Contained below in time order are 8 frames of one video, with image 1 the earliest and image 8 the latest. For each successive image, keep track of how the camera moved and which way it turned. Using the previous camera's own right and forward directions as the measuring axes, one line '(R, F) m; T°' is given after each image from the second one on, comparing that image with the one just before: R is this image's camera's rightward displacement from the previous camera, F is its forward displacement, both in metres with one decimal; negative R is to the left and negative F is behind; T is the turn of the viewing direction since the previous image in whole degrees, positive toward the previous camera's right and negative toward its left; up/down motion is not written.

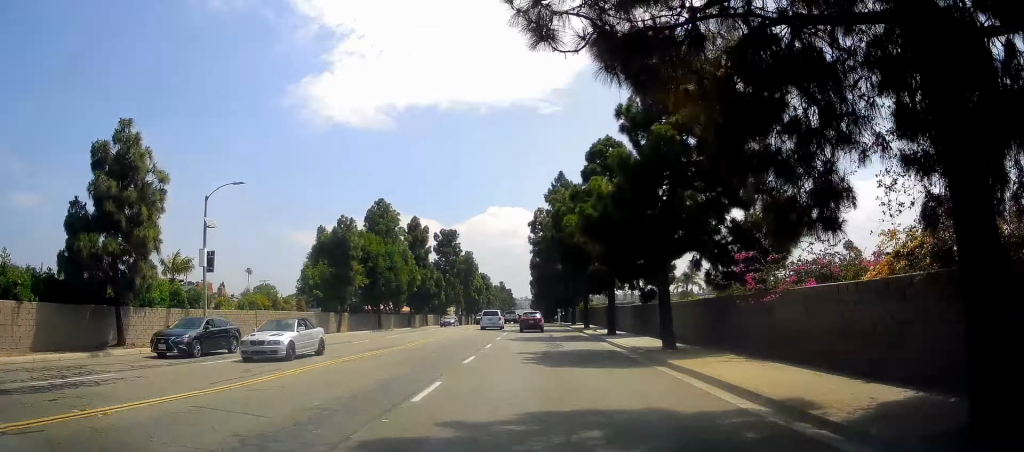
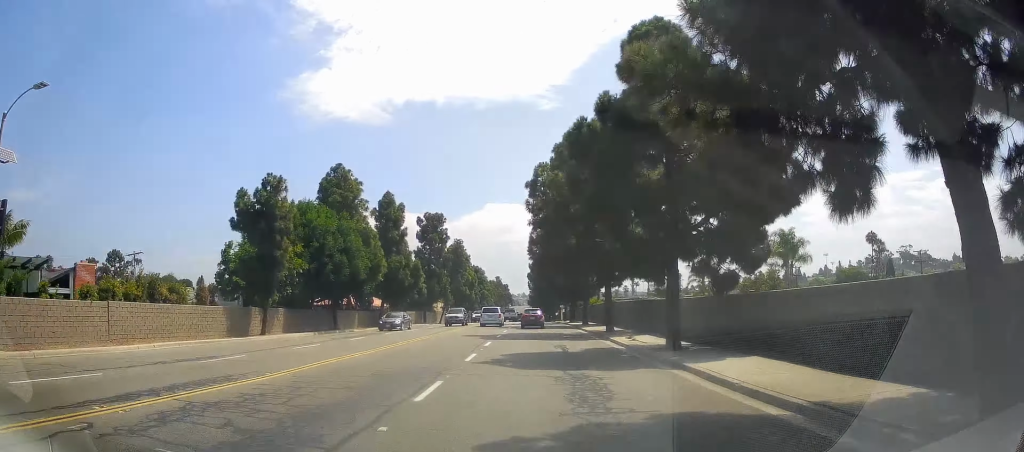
(+0.1, +15.7) m; -1°
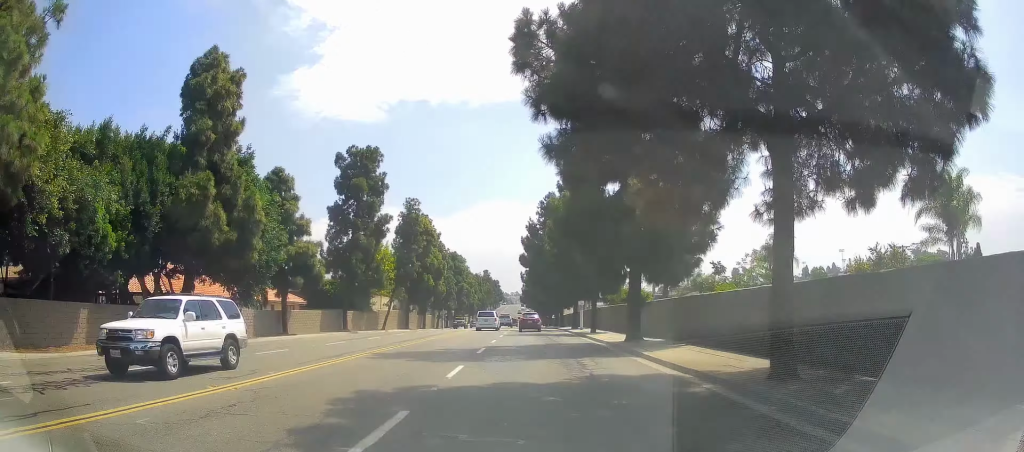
(-0.5, +40.0) m; -1°
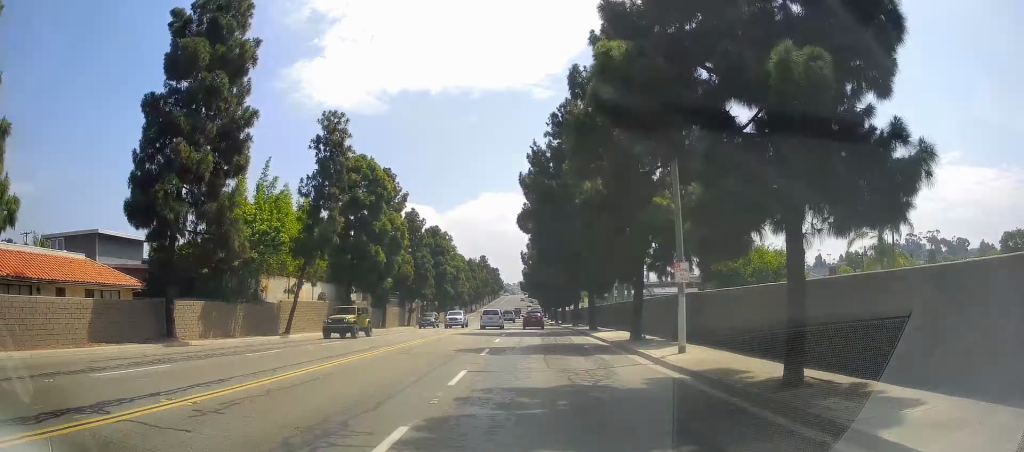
(-0.1, +30.5) m; 0°
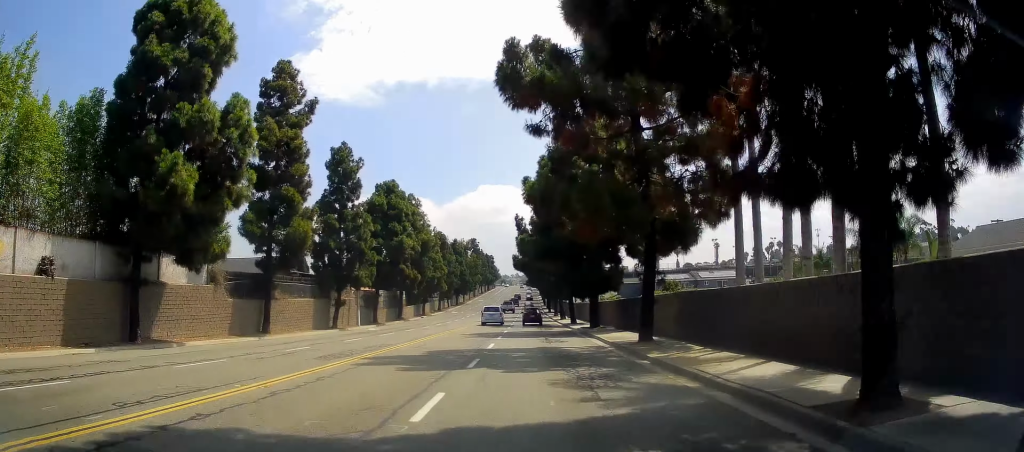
(+0.4, +34.2) m; +1°
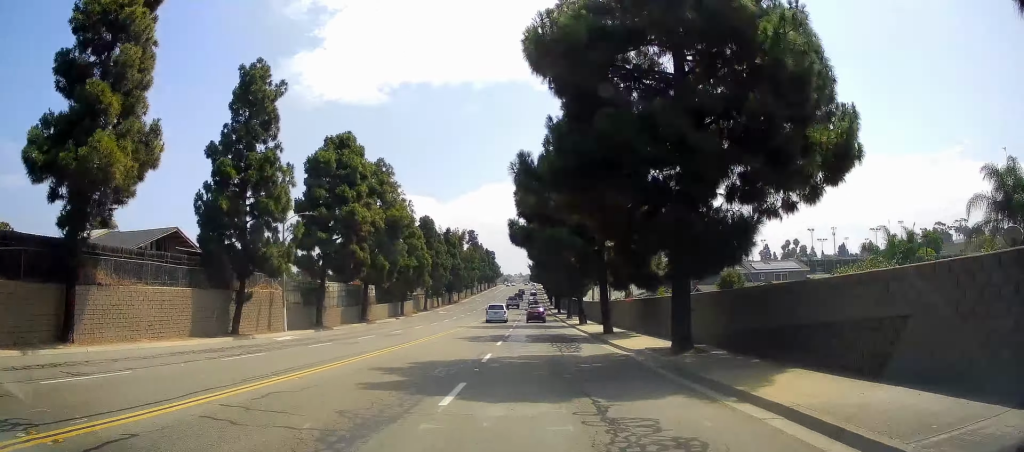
(0.0, +20.8) m; 0°
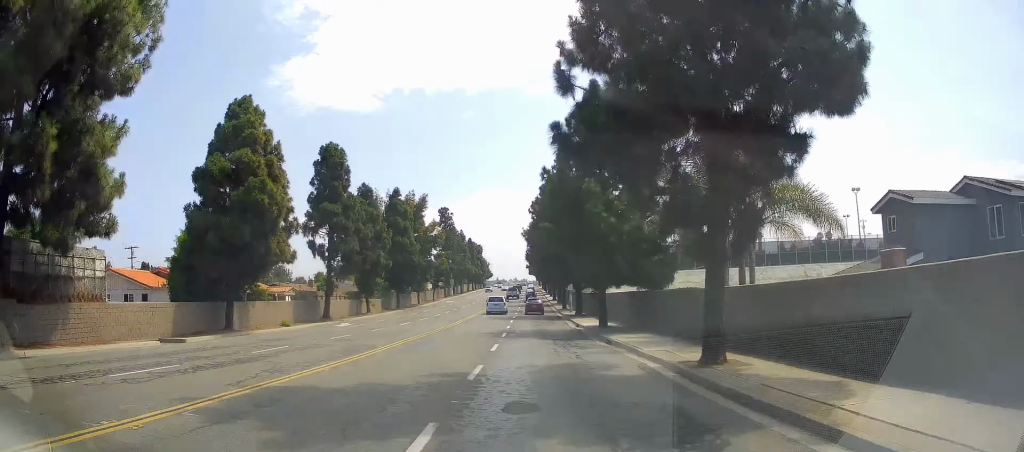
(-0.2, +49.3) m; -1°
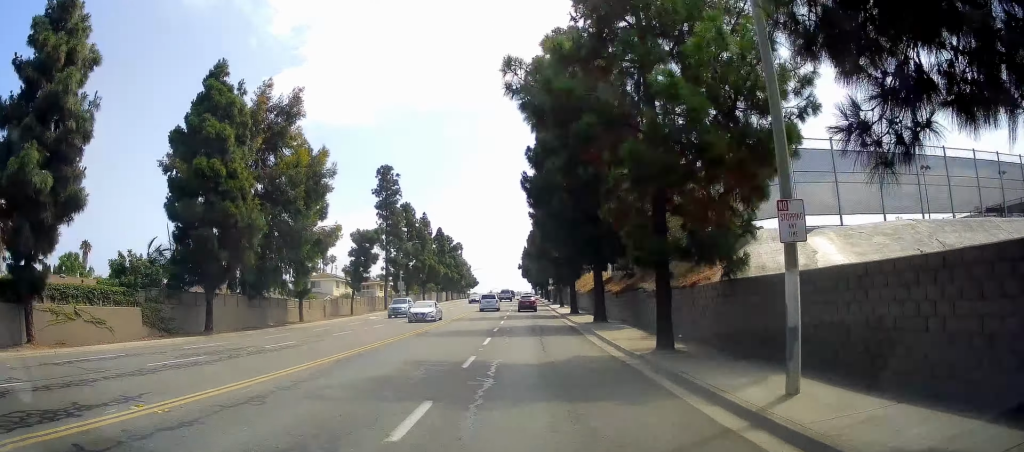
(0.0, +50.5) m; 0°
